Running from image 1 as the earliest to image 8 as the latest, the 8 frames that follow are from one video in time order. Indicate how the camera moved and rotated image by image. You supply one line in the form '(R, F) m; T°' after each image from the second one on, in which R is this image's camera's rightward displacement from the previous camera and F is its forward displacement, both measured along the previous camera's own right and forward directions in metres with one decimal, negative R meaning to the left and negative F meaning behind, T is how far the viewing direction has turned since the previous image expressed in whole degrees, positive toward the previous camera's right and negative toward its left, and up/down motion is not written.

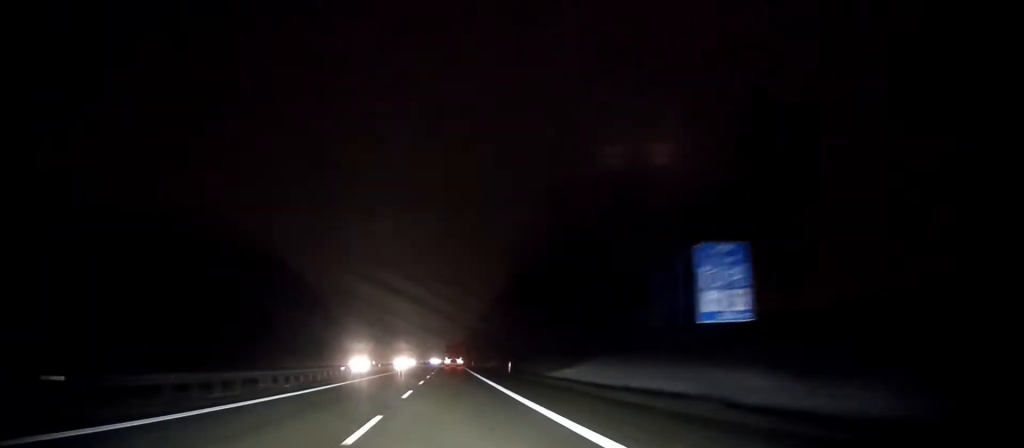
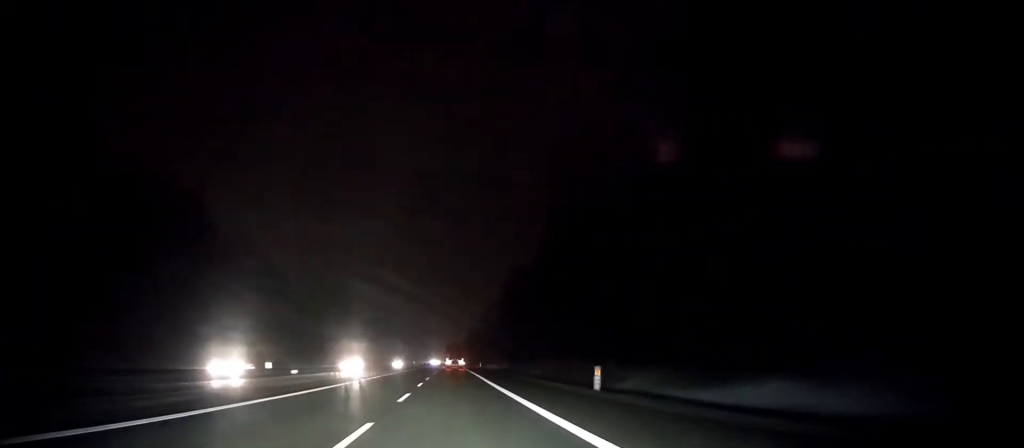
(0.0, +36.4) m; 0°
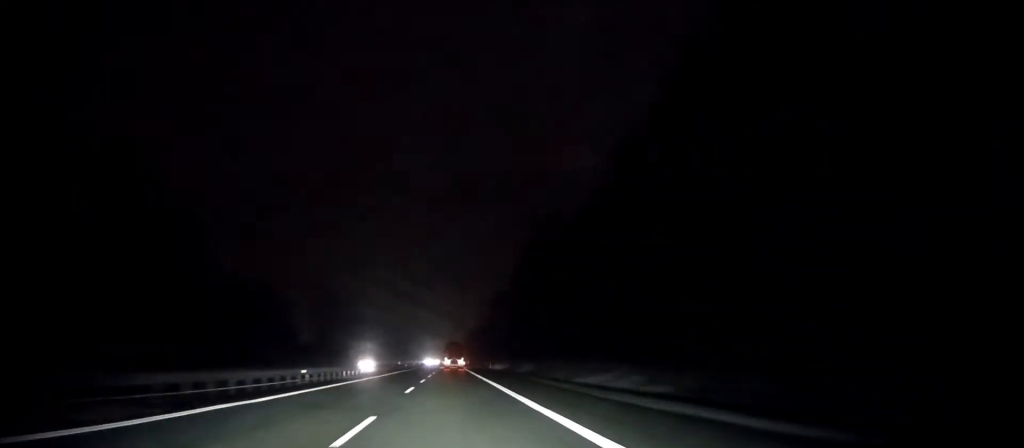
(0.0, +33.5) m; 0°
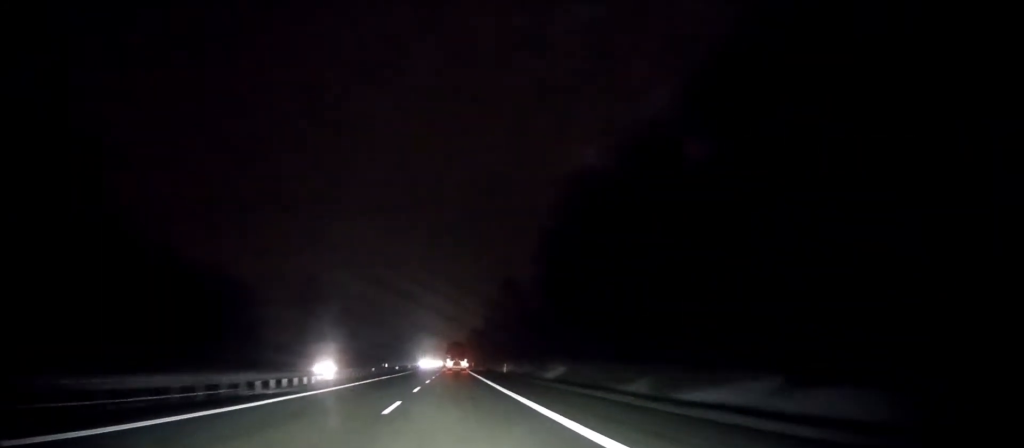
(+0.1, +20.7) m; 0°
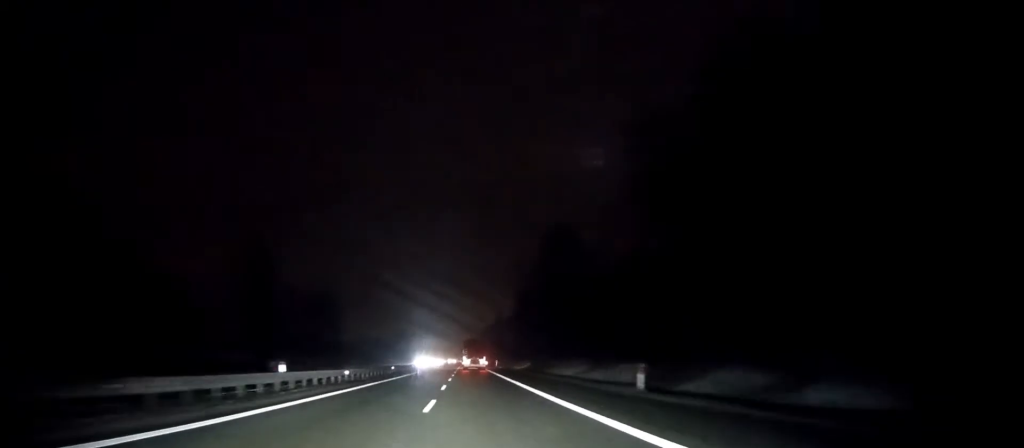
(0.0, +46.5) m; -1°
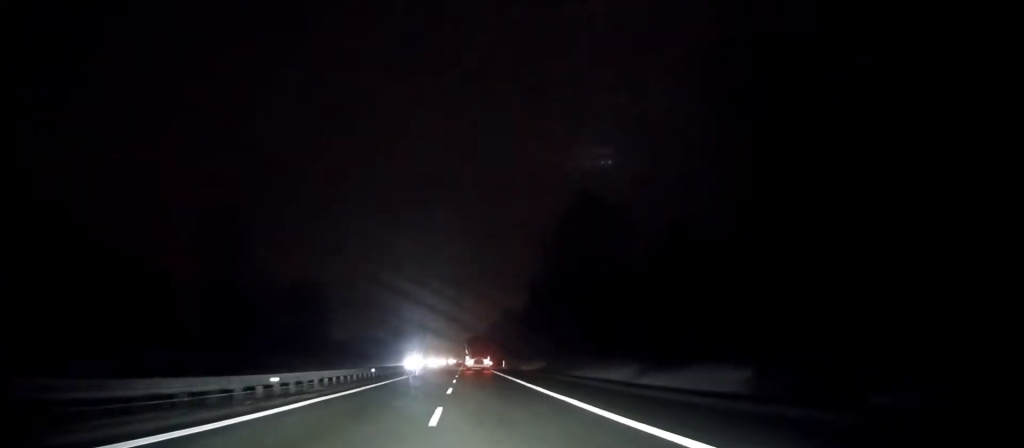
(-0.1, +14.9) m; -1°
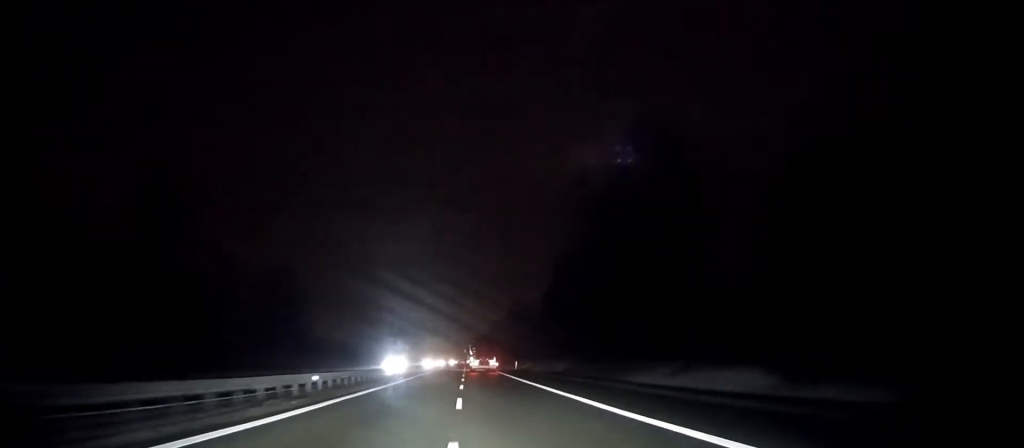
(-0.1, +19.0) m; -1°
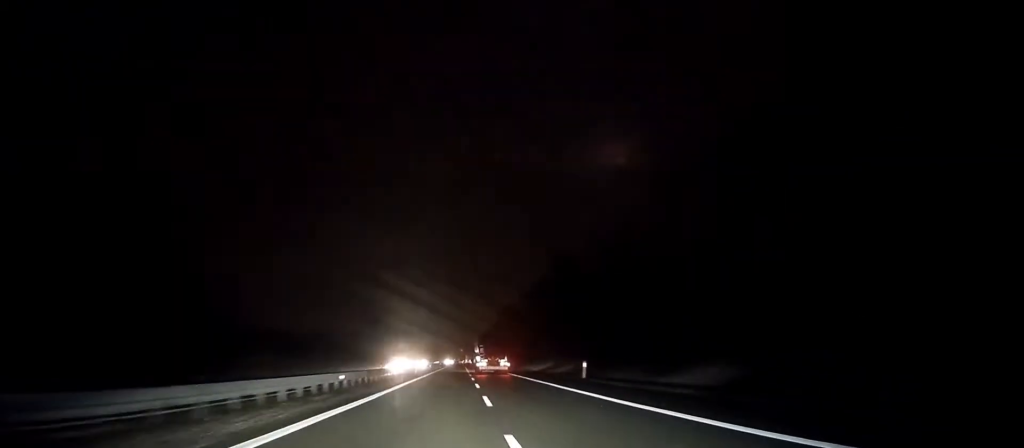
(-0.6, +47.1) m; -1°
